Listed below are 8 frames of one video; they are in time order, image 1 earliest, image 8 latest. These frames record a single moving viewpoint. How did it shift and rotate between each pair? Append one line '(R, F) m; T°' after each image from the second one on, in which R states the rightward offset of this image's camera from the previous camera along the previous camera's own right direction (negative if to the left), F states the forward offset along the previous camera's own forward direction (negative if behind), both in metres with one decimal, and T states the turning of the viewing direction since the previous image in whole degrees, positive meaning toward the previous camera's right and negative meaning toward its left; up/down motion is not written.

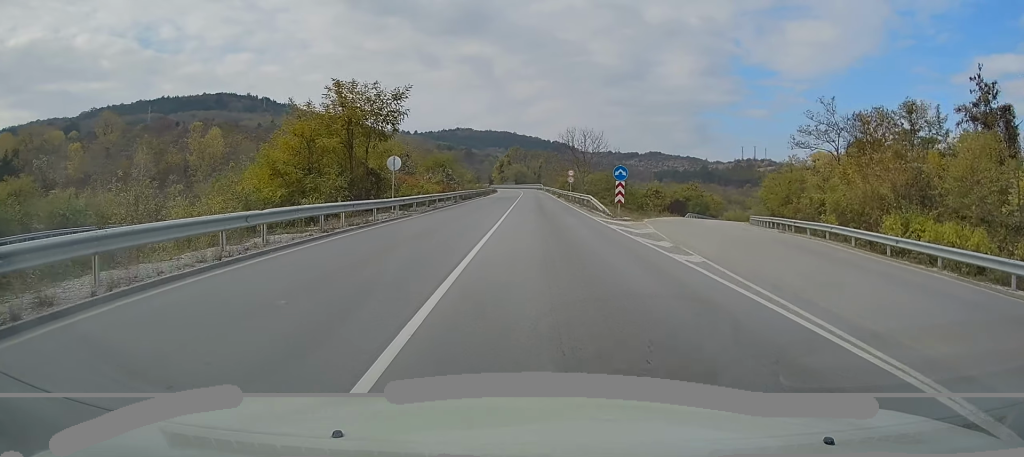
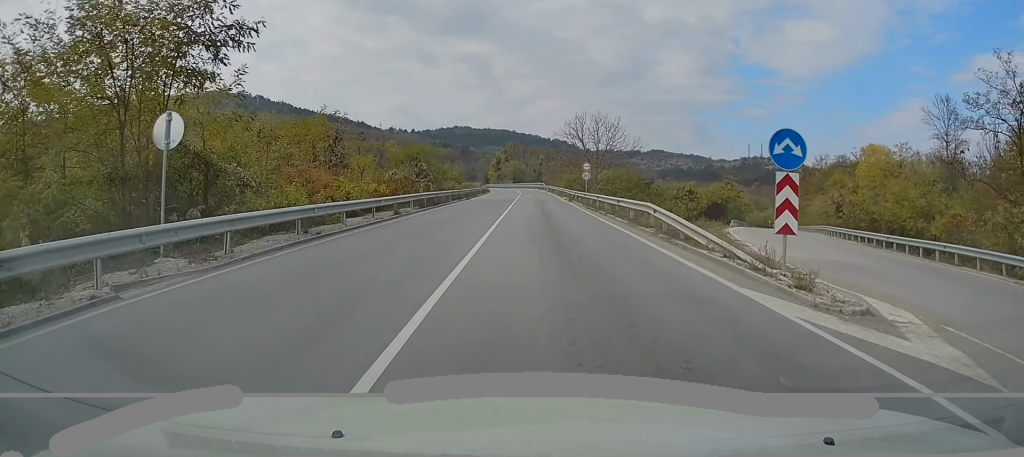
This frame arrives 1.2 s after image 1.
(-0.1, +20.0) m; -1°
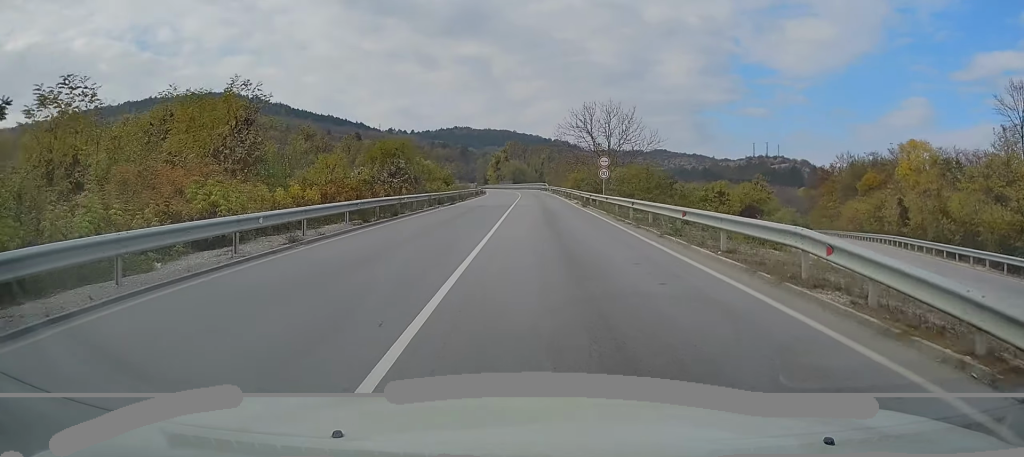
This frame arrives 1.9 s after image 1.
(-0.2, +11.6) m; -1°
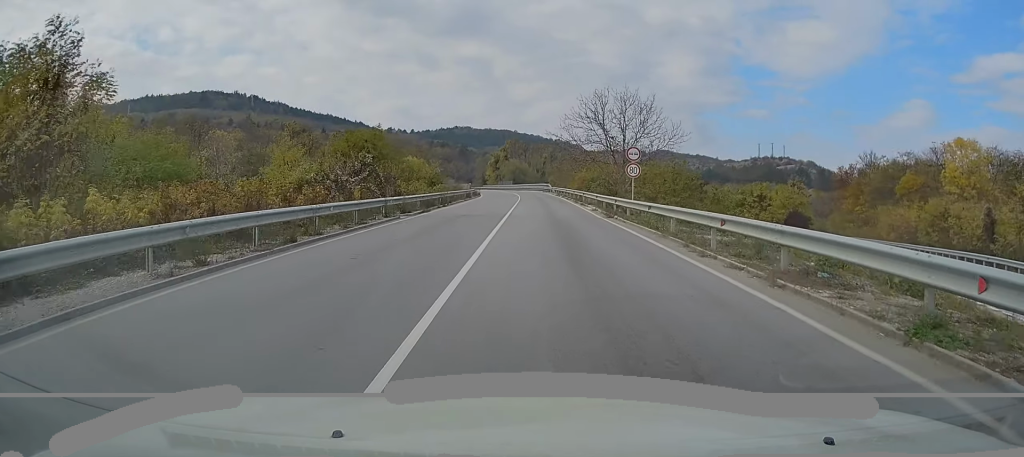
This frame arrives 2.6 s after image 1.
(0.0, +11.1) m; 0°
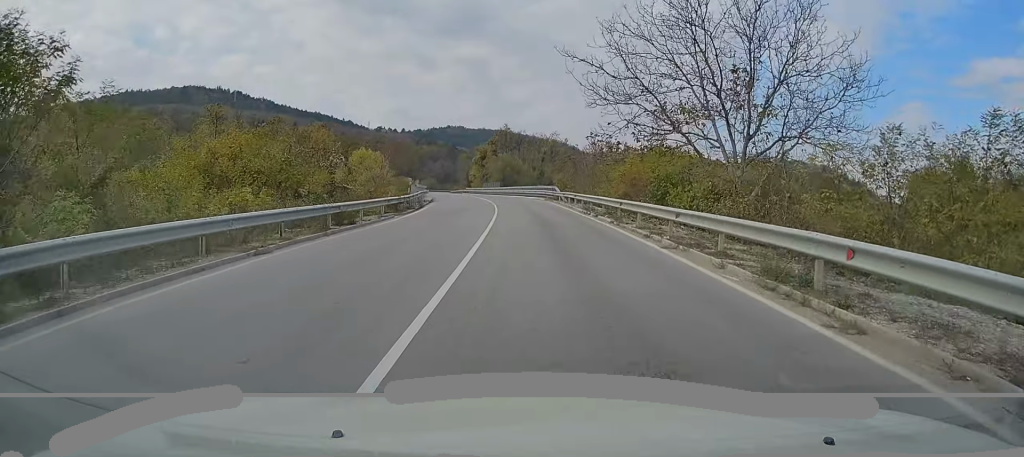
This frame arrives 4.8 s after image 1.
(+0.3, +37.9) m; 0°
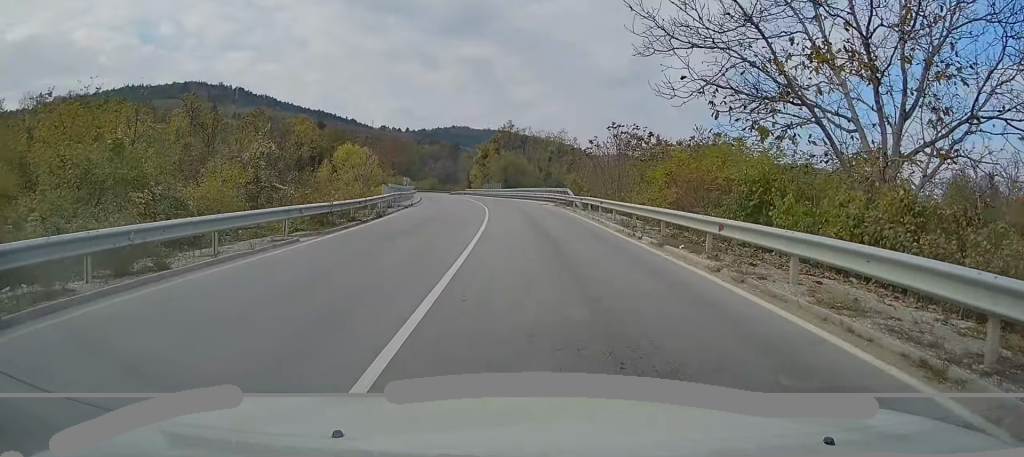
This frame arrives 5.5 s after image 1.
(-0.1, +11.5) m; 0°
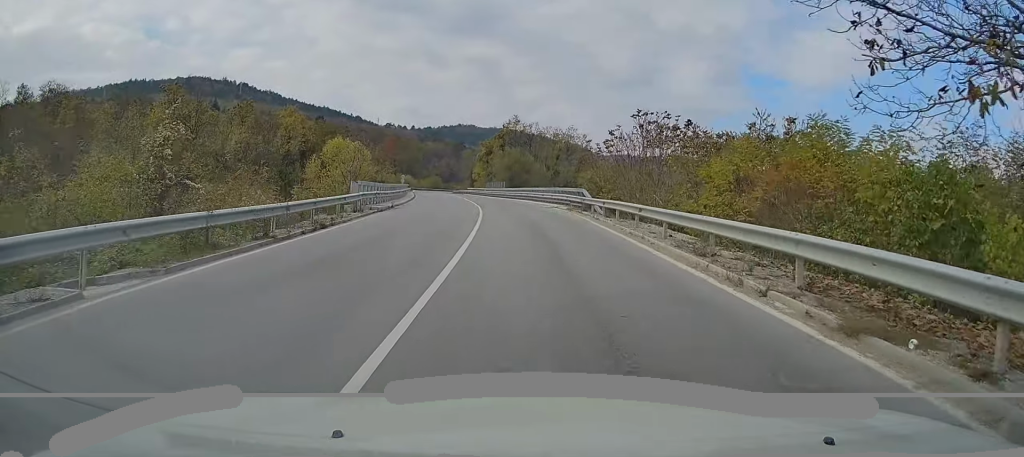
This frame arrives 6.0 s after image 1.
(+0.2, +8.1) m; 0°
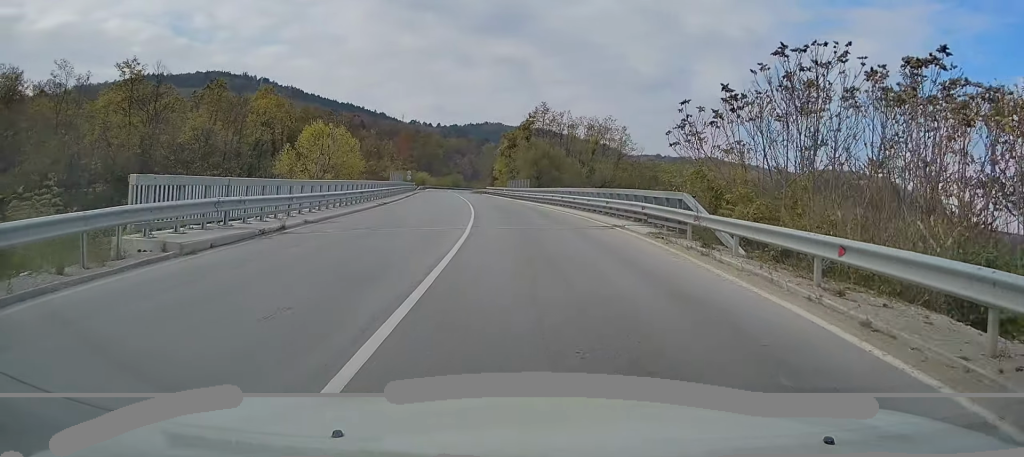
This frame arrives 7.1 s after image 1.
(-0.4, +19.2) m; -2°
